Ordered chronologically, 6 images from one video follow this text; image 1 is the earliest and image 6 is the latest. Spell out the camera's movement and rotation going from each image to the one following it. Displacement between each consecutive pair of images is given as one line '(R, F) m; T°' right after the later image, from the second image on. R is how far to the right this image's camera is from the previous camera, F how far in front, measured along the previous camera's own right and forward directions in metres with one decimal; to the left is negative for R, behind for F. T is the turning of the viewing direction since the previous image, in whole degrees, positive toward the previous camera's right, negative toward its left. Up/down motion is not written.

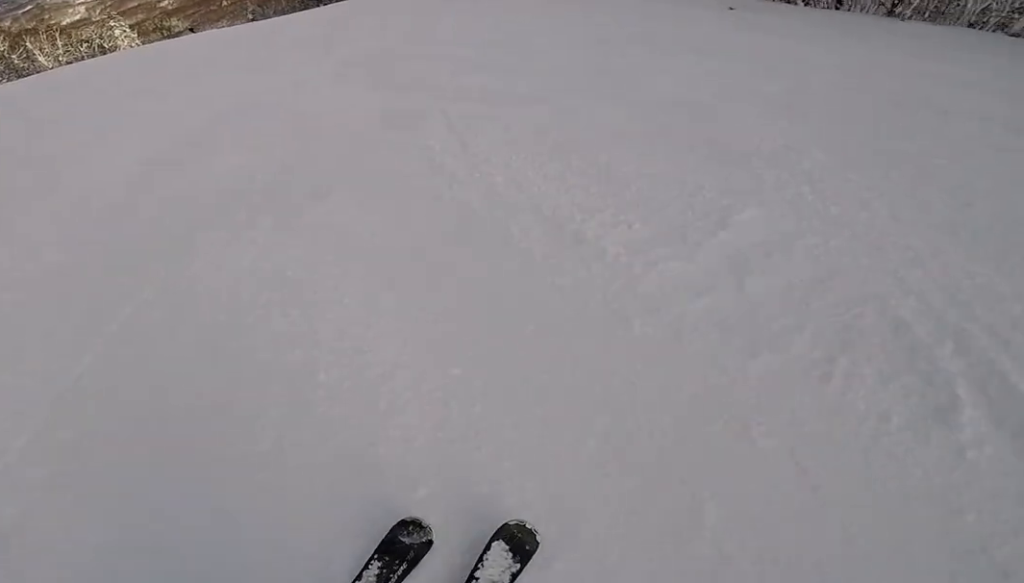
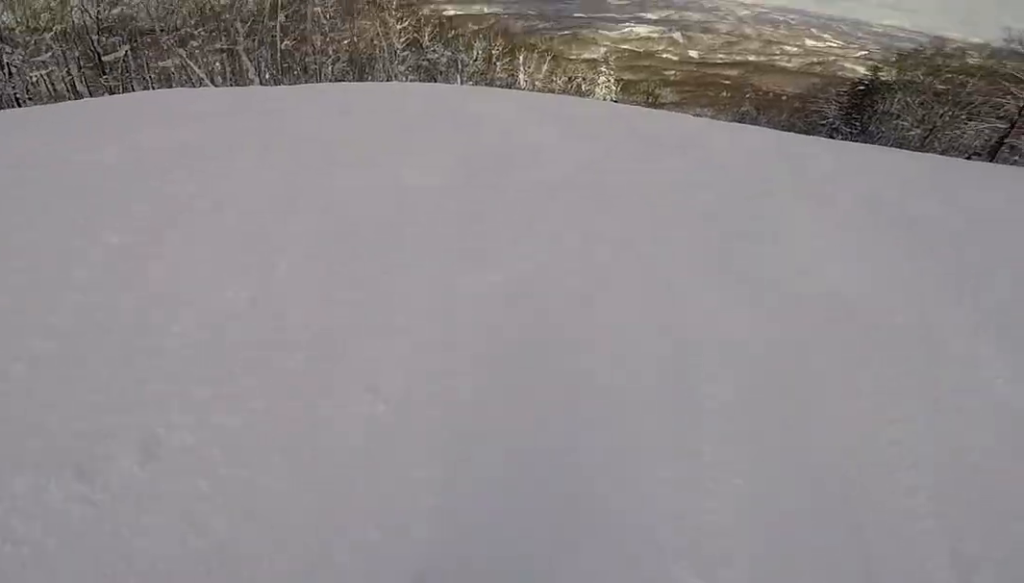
(-5.0, +18.2) m; -24°
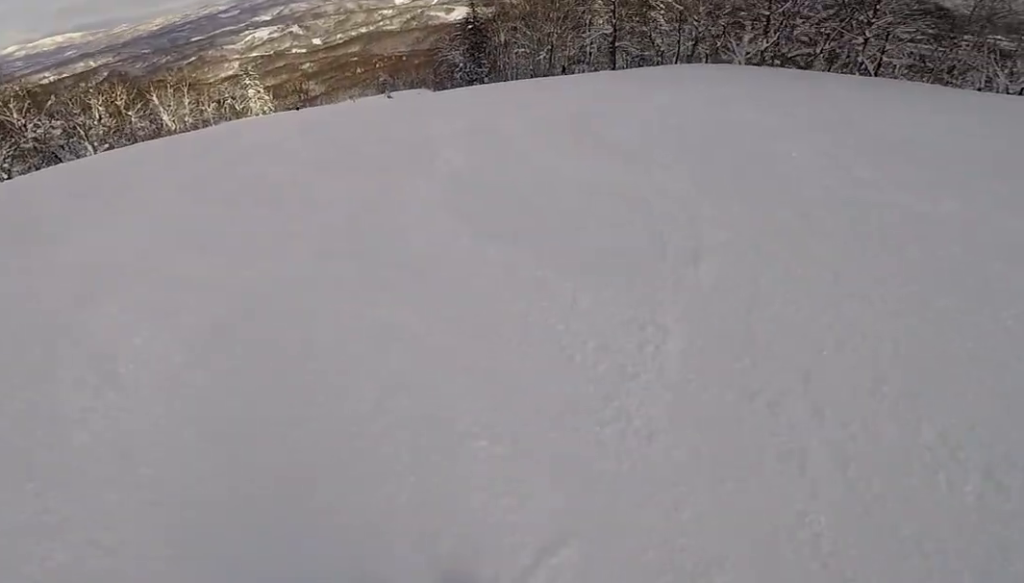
(+1.0, +8.1) m; +17°
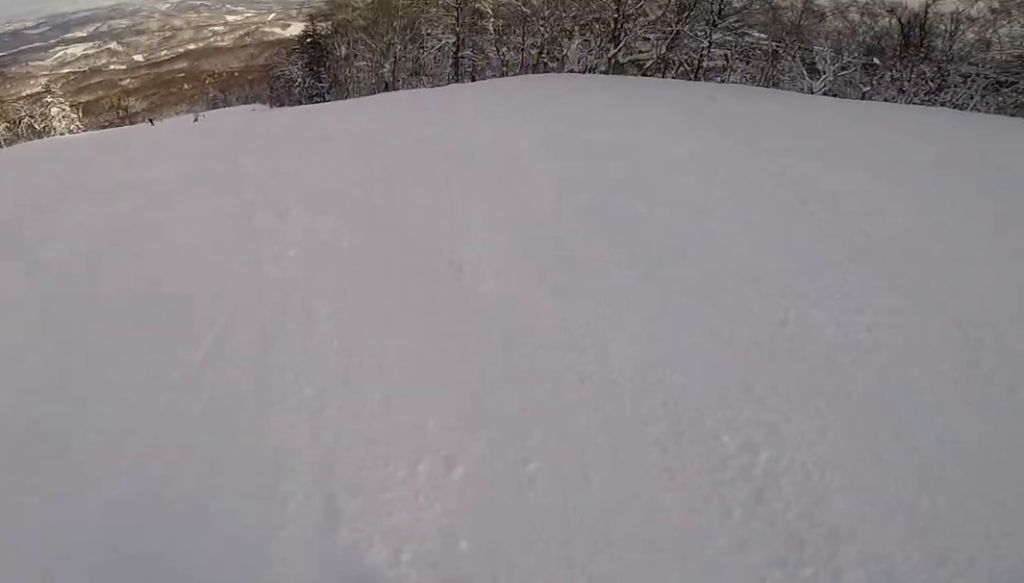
(+0.9, +6.4) m; +5°
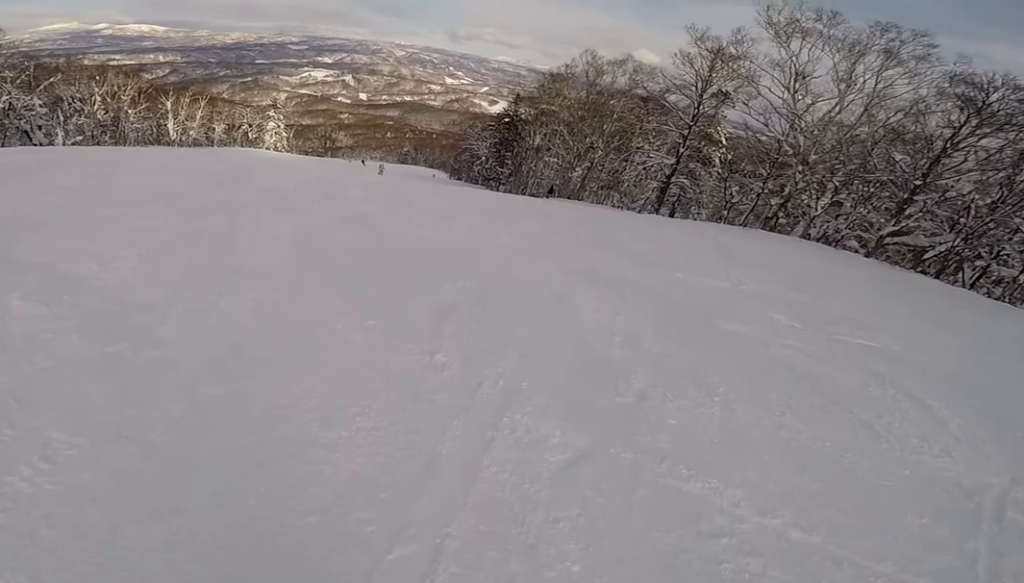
(-0.3, +5.3) m; -6°
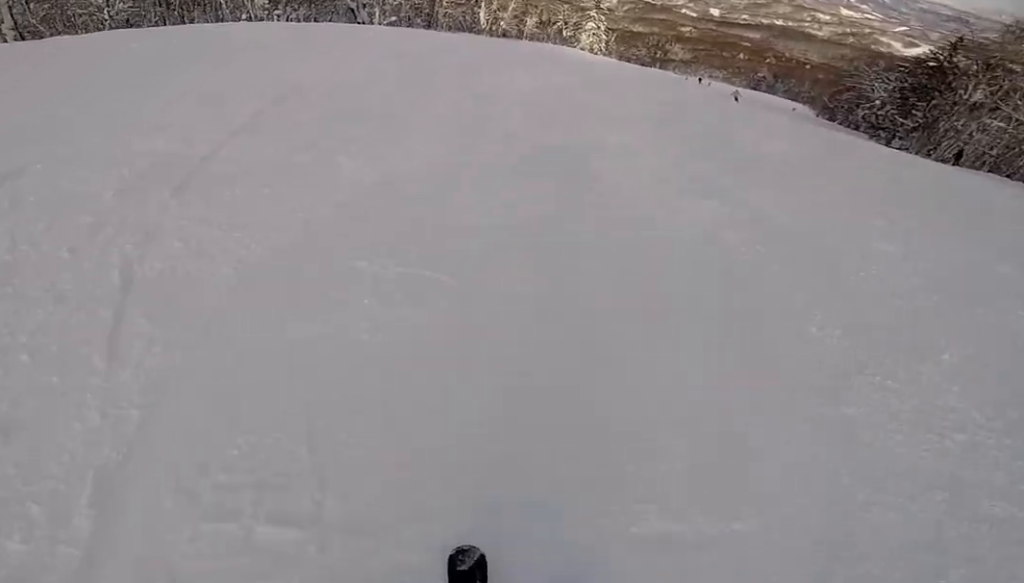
(+0.1, +4.2) m; -7°
